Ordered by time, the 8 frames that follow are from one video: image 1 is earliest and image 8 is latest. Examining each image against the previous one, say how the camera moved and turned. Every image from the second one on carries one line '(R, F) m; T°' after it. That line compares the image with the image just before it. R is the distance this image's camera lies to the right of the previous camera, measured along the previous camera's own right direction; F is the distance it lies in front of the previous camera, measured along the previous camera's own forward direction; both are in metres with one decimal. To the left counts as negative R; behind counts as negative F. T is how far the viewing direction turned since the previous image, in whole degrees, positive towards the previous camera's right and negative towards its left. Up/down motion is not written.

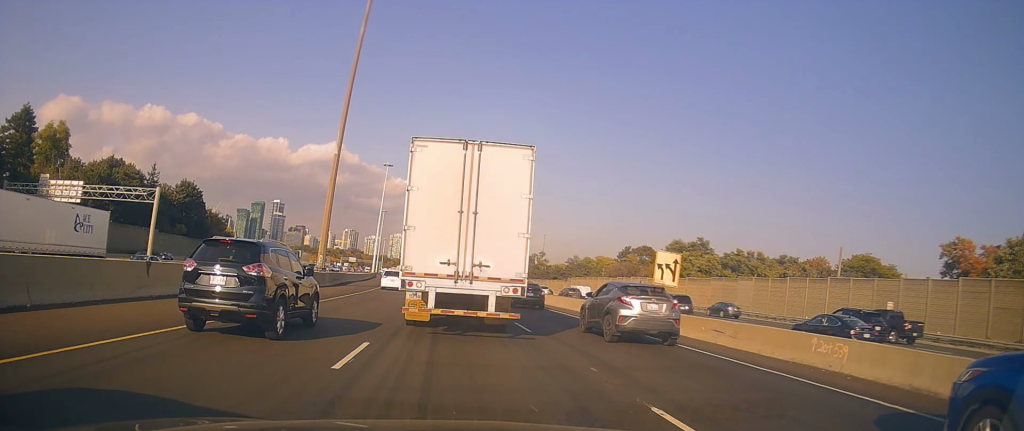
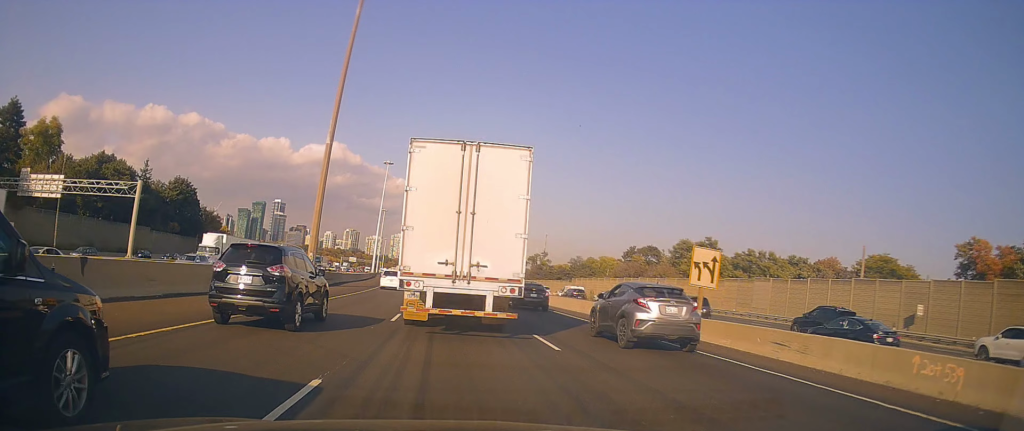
(0.0, +3.9) m; +1°
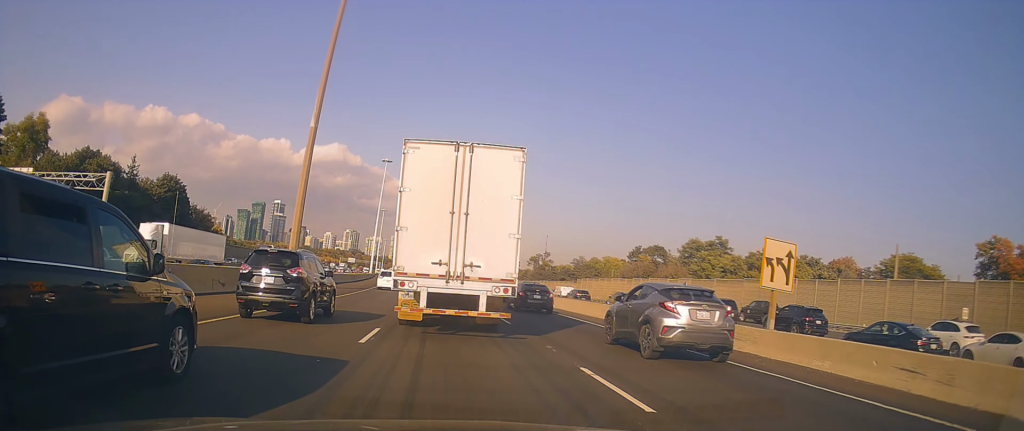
(+0.2, +5.4) m; +2°
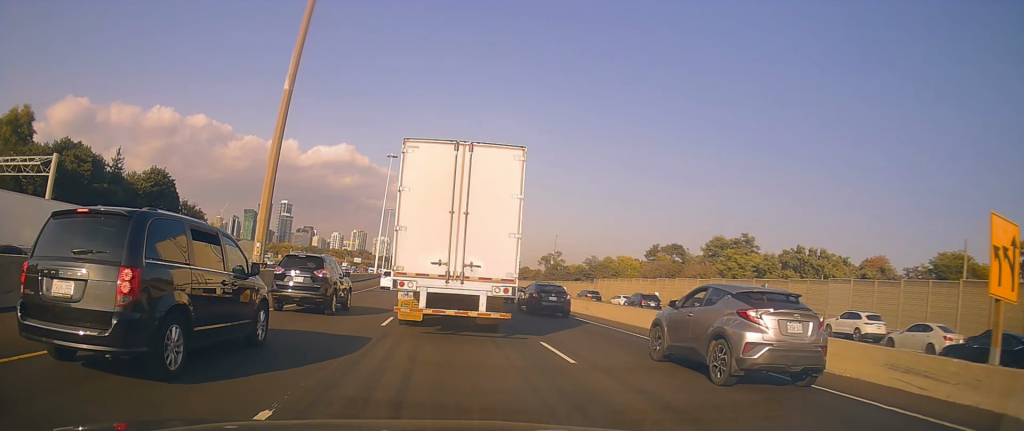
(0.0, +8.4) m; 0°
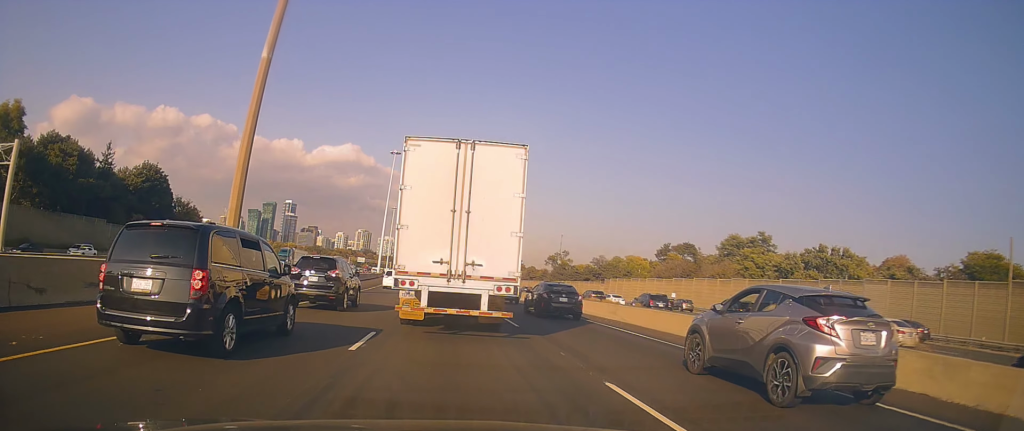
(0.0, +5.0) m; -3°
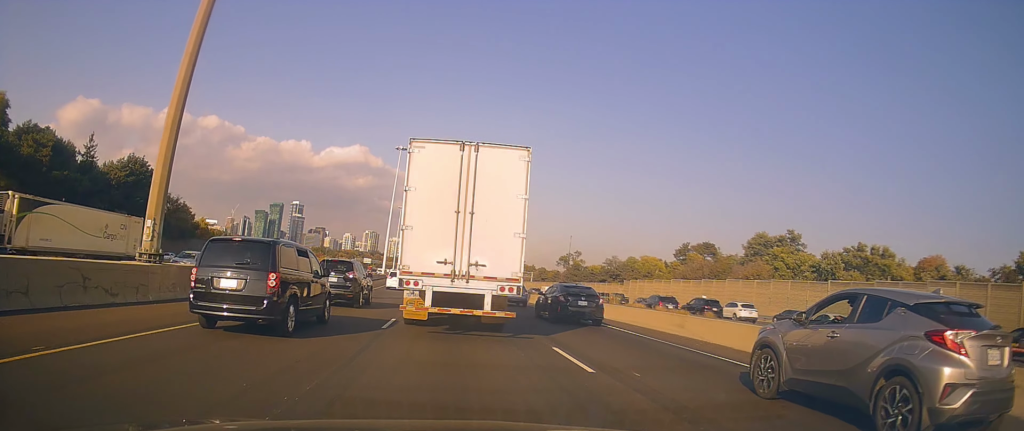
(-0.6, +8.1) m; +1°
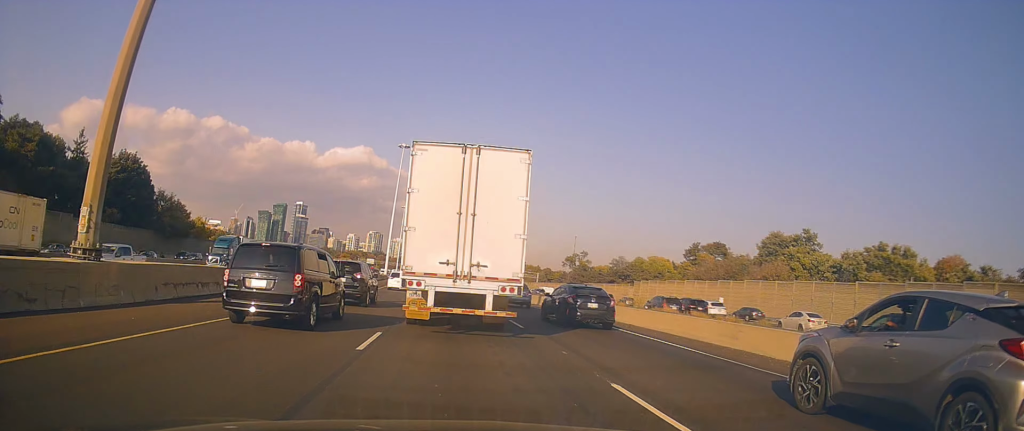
(+0.4, +4.1) m; 0°
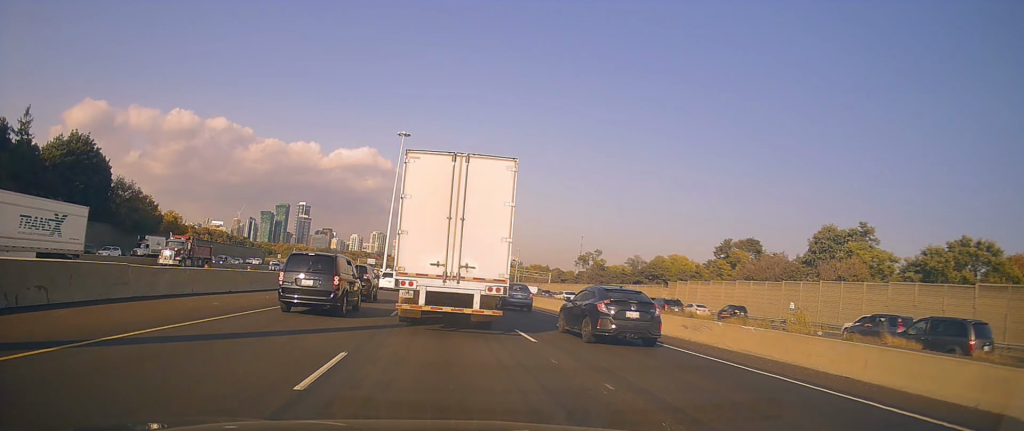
(-0.7, +15.6) m; -3°
